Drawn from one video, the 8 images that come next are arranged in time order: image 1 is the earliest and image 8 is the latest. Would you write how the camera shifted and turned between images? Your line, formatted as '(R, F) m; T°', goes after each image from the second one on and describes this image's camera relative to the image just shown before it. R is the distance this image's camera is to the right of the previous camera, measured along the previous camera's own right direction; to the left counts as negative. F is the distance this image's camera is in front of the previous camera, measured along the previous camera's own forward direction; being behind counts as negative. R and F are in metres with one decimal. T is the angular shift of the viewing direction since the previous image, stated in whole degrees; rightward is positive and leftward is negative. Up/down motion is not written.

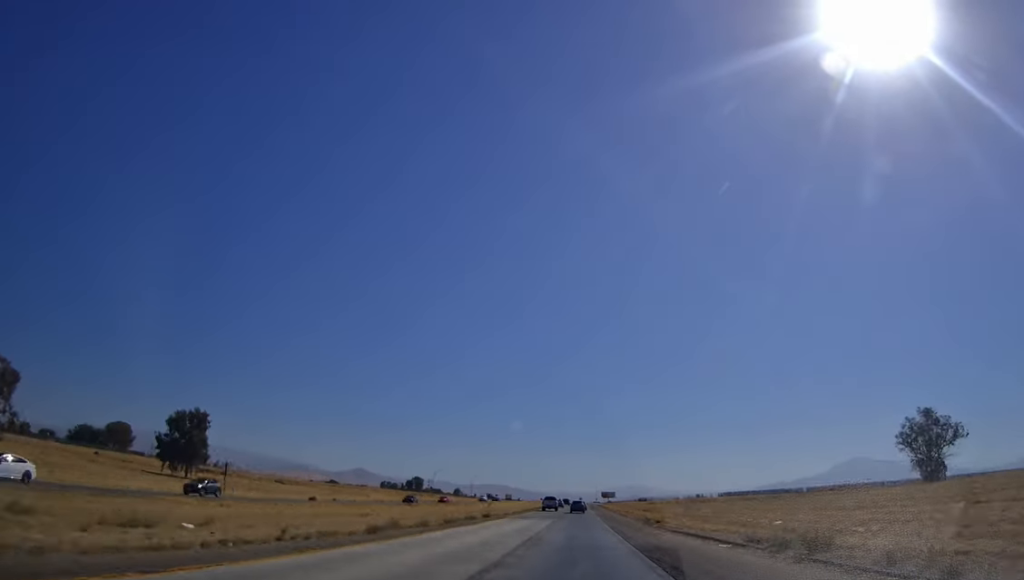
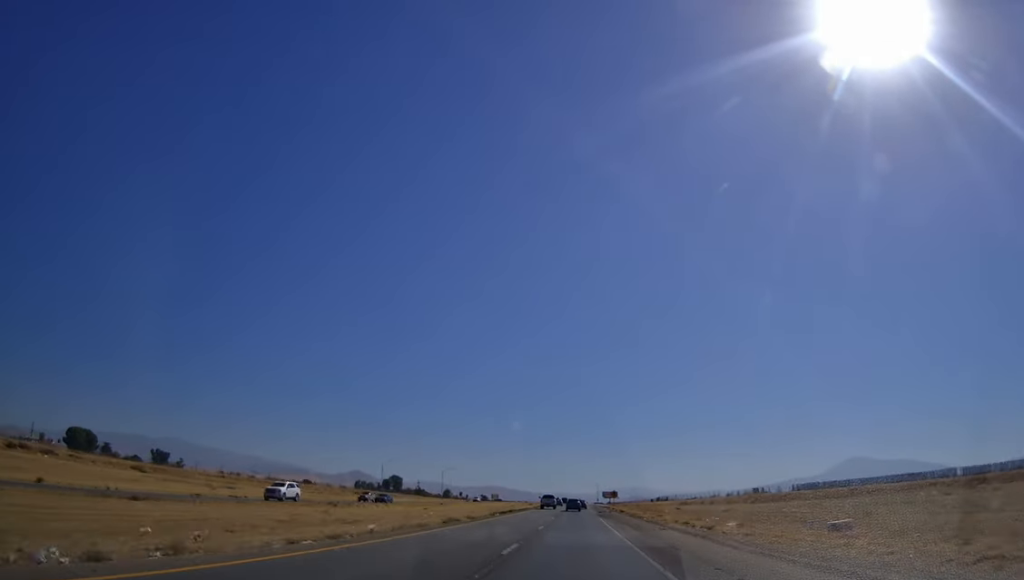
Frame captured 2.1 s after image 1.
(-0.4, +59.3) m; -1°
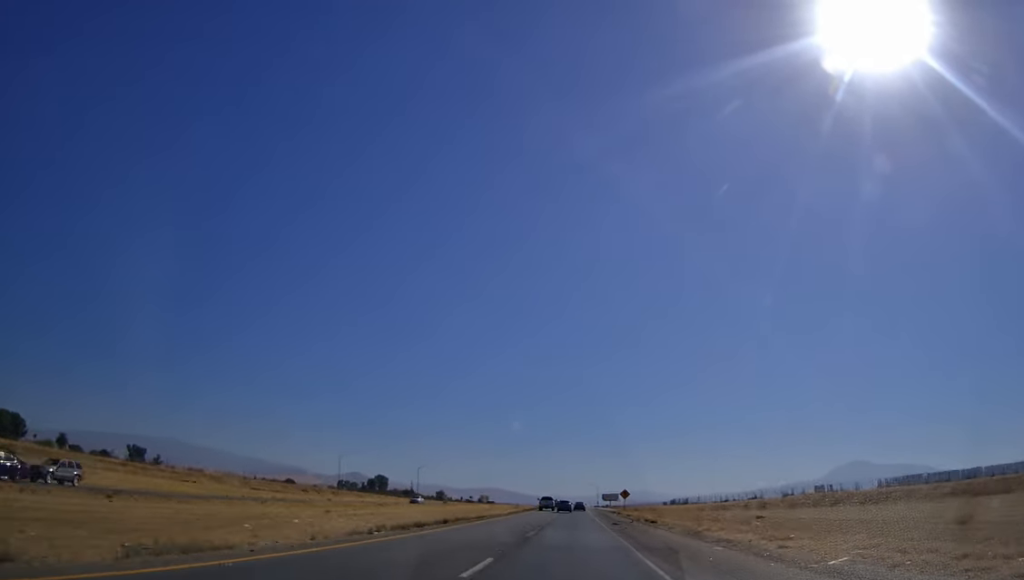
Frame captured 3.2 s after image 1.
(-0.1, +32.2) m; 0°
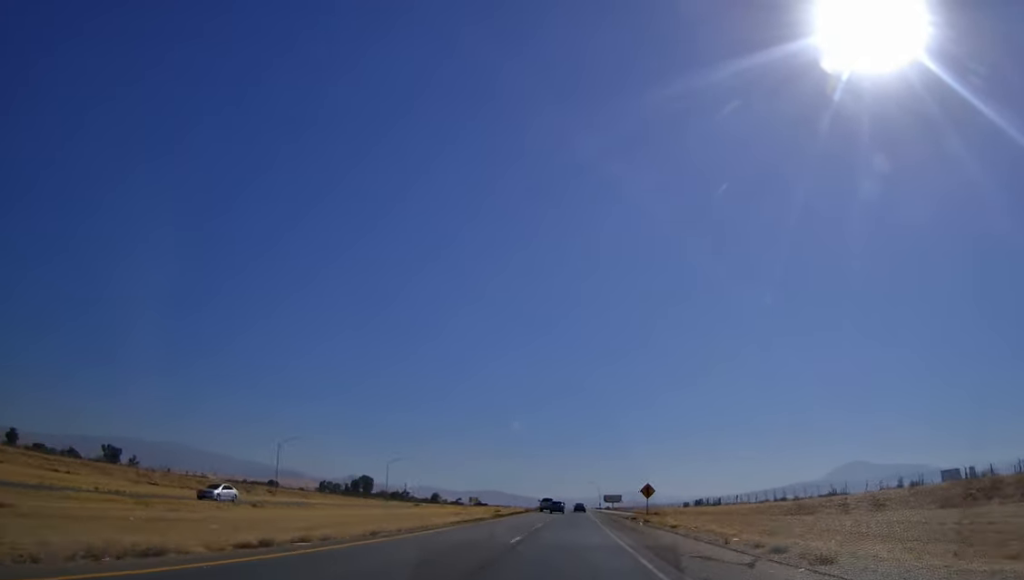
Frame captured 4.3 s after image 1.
(0.0, +33.5) m; 0°
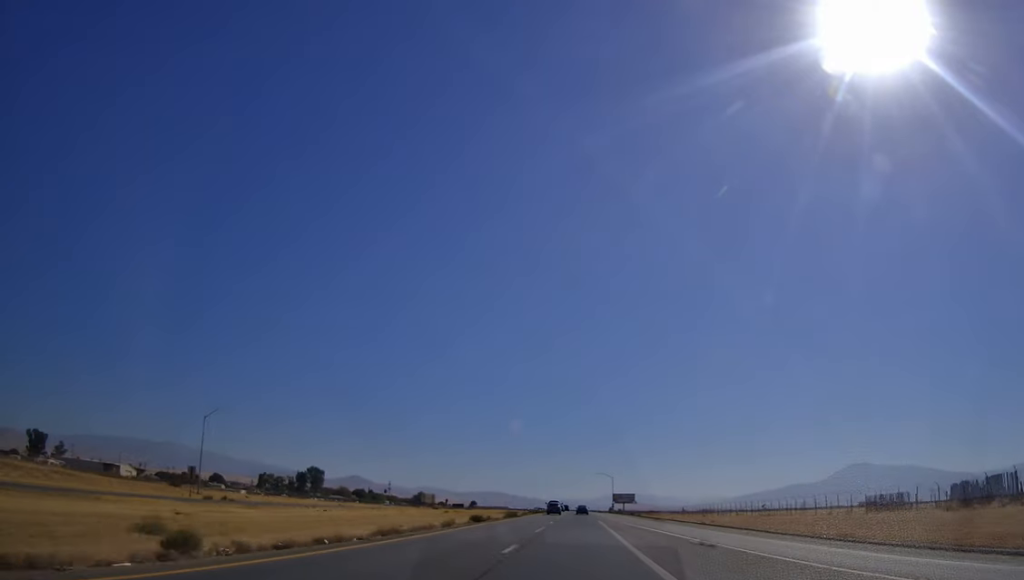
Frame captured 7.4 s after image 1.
(+0.3, +92.6) m; 0°
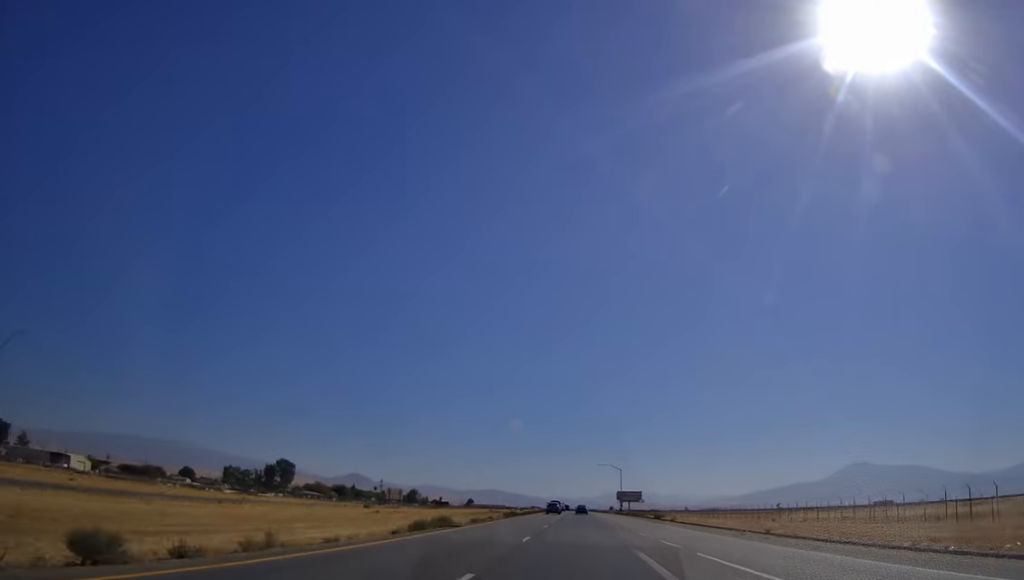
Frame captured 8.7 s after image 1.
(+0.1, +40.6) m; 0°
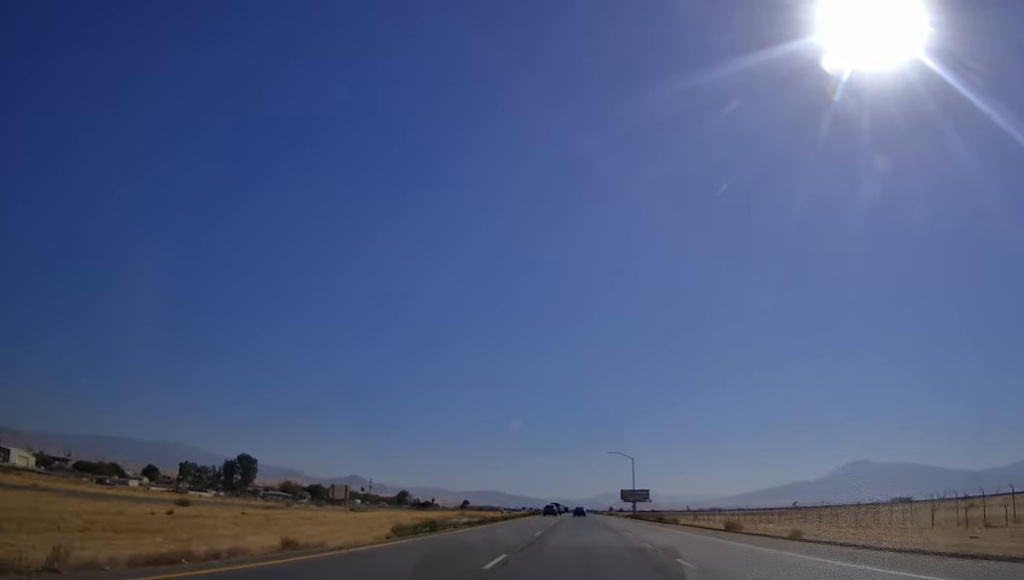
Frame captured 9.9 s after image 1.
(0.0, +40.1) m; 0°
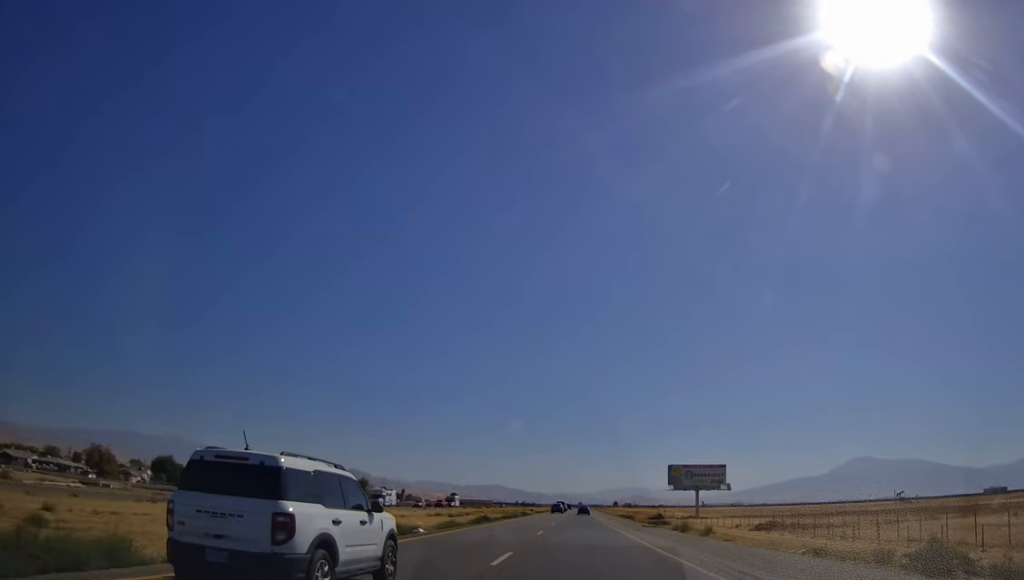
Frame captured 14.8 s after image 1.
(-1.0, +144.9) m; -1°
